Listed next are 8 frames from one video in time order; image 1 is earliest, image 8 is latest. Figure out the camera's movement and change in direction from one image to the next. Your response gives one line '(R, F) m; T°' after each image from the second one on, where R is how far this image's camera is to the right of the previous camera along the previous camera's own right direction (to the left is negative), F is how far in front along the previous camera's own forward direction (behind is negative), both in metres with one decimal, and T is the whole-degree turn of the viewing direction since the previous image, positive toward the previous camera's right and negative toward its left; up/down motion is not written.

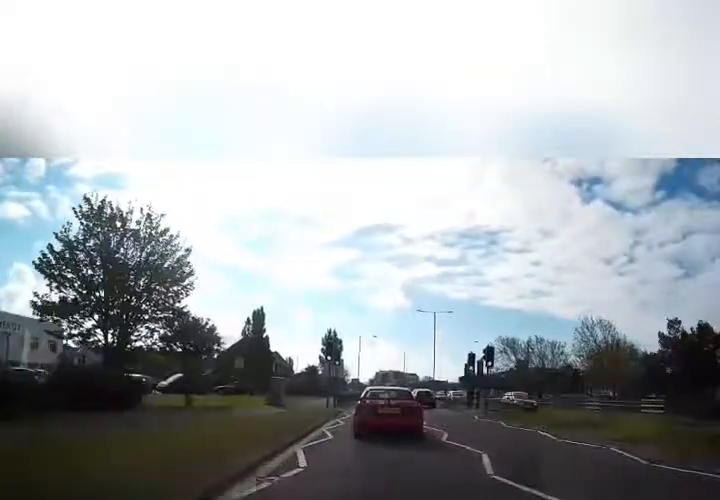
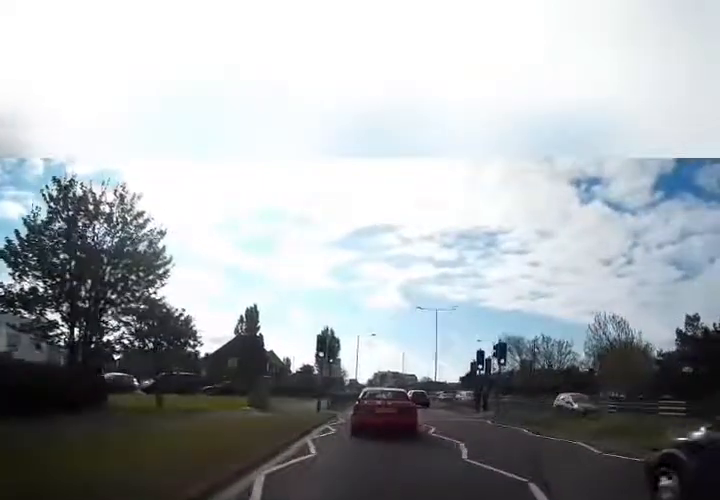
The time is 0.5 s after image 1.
(+0.1, +3.0) m; 0°
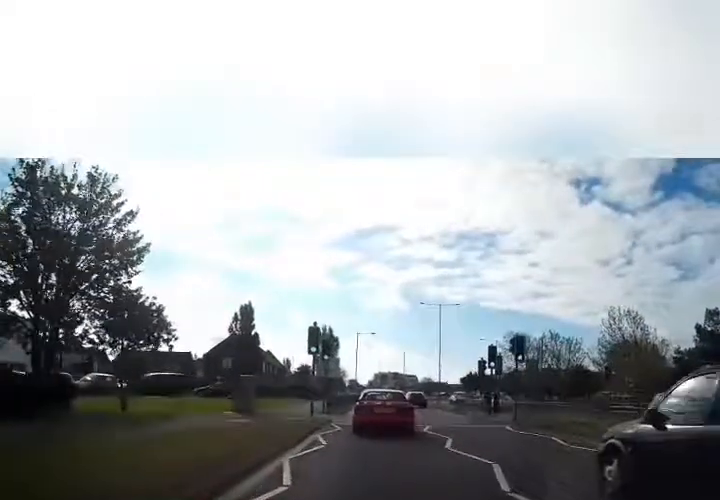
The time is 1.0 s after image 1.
(0.0, +2.8) m; -1°
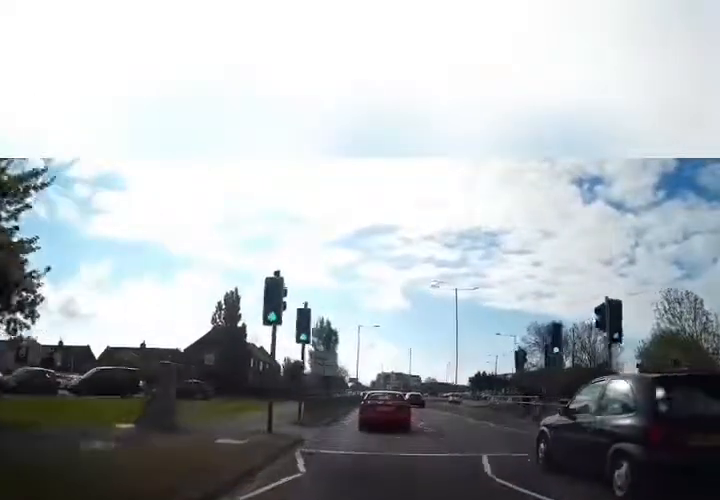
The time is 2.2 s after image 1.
(-0.3, +8.2) m; 0°
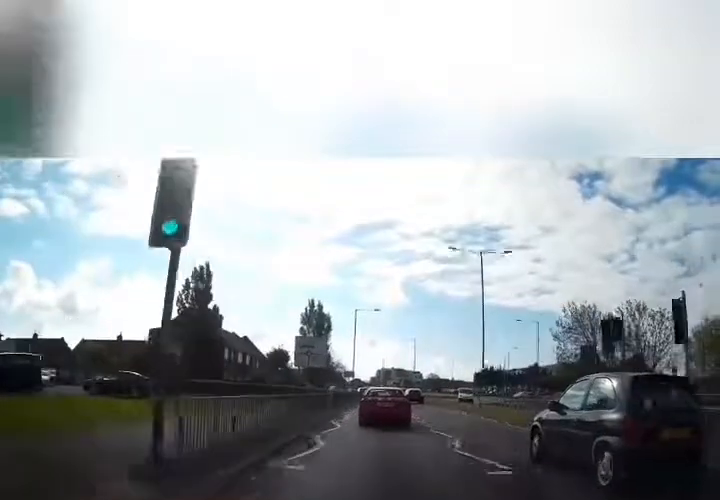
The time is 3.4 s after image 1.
(+0.3, +8.7) m; +2°
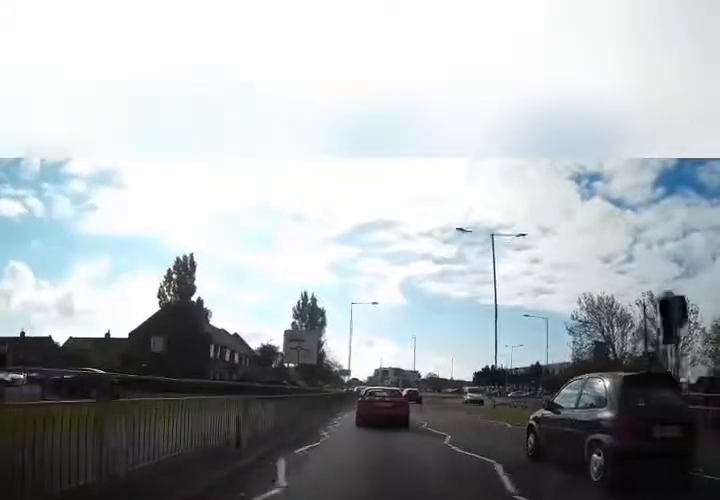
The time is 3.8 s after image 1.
(0.0, +3.6) m; 0°
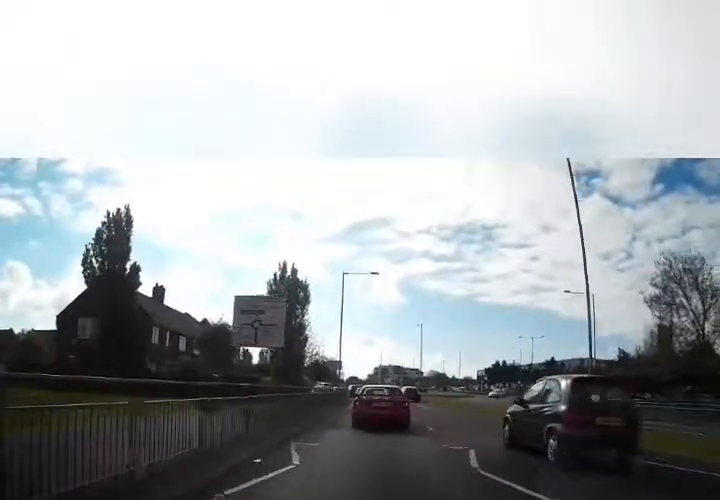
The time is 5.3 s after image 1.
(+0.1, +11.6) m; 0°
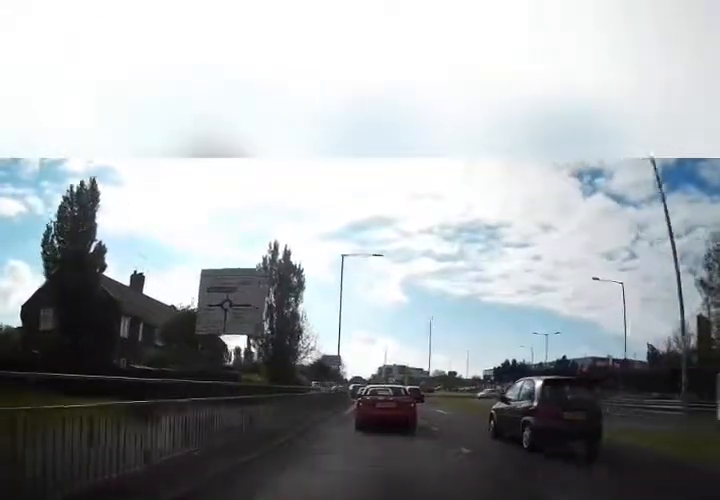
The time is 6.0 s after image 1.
(-0.1, +4.9) m; -1°
